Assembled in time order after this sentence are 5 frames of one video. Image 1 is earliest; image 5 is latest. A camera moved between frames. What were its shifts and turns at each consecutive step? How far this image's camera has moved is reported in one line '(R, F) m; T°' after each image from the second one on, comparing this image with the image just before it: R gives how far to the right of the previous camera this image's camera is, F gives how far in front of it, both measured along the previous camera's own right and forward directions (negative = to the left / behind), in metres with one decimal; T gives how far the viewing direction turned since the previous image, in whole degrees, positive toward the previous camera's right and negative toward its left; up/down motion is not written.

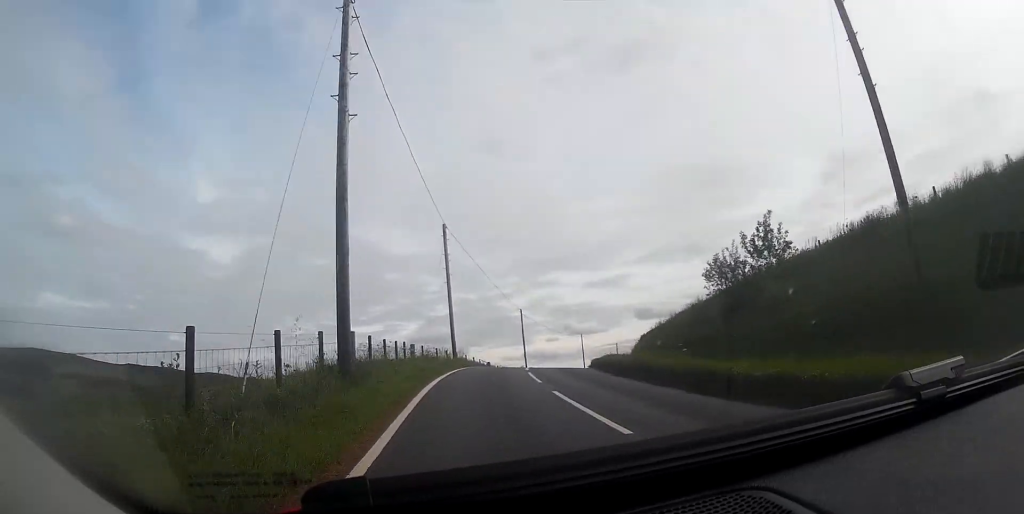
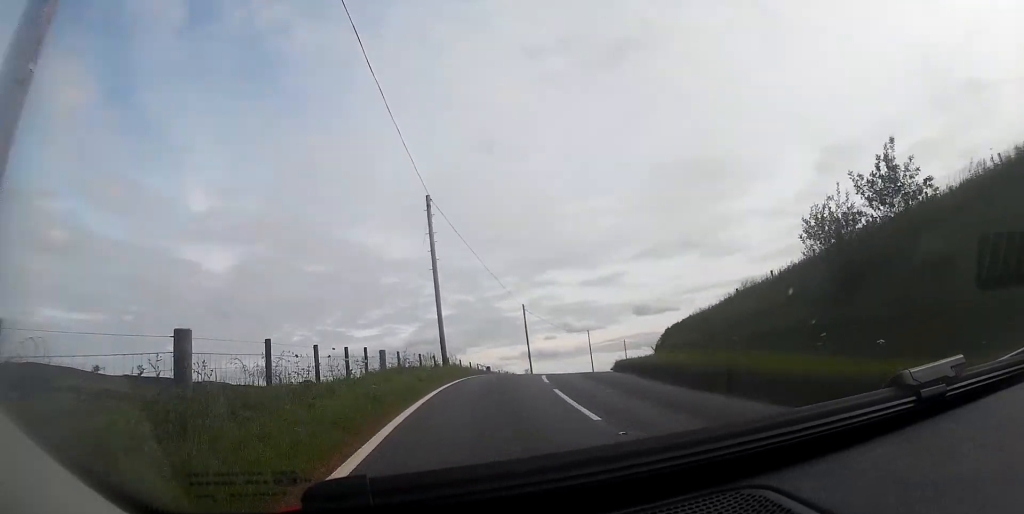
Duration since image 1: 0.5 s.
(0.0, +7.7) m; +1°
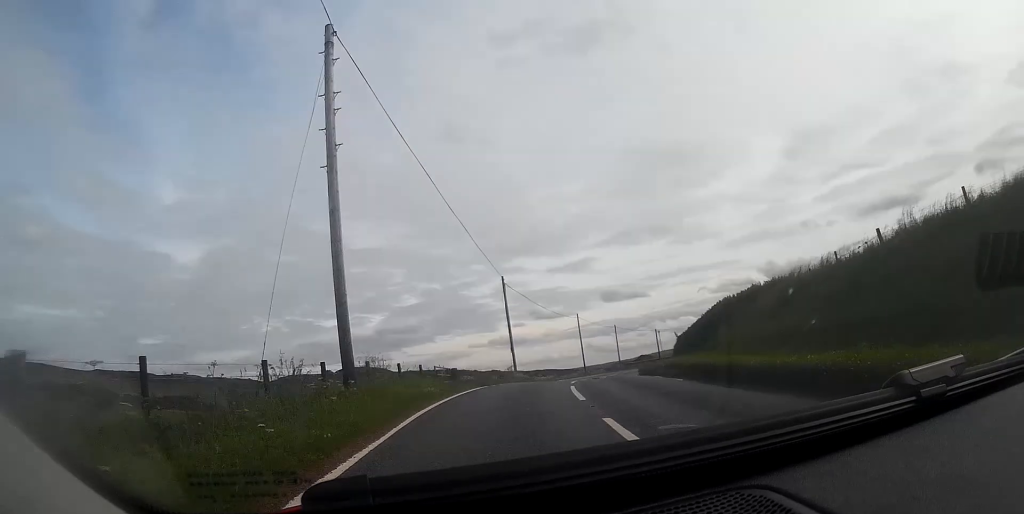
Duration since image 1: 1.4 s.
(+0.2, +15.4) m; +3°
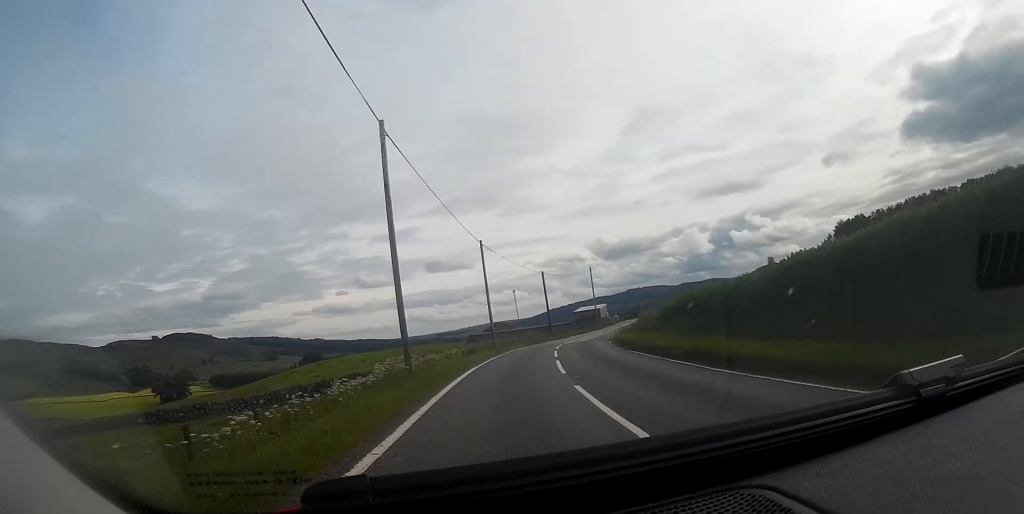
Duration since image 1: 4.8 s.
(+7.4, +50.3) m; +16°
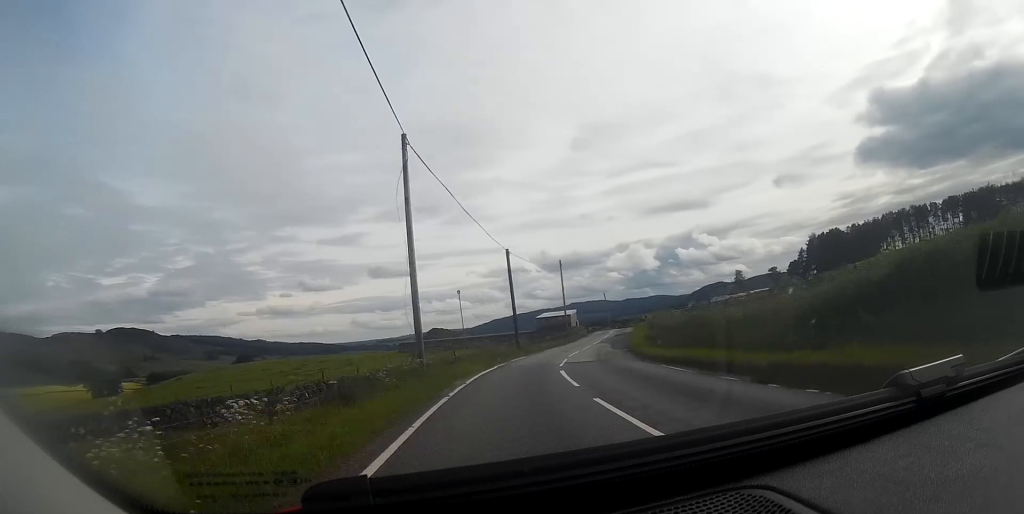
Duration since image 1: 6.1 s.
(+0.8, +19.5) m; +6°
